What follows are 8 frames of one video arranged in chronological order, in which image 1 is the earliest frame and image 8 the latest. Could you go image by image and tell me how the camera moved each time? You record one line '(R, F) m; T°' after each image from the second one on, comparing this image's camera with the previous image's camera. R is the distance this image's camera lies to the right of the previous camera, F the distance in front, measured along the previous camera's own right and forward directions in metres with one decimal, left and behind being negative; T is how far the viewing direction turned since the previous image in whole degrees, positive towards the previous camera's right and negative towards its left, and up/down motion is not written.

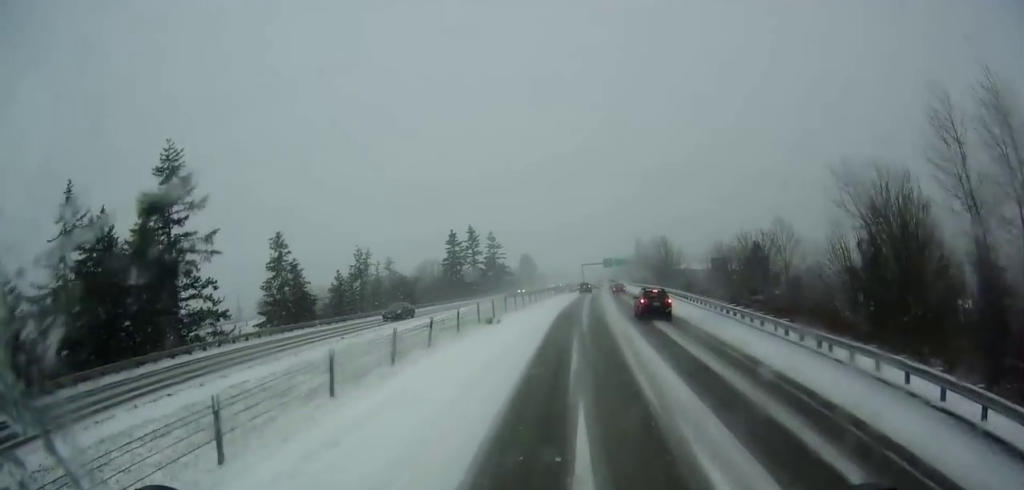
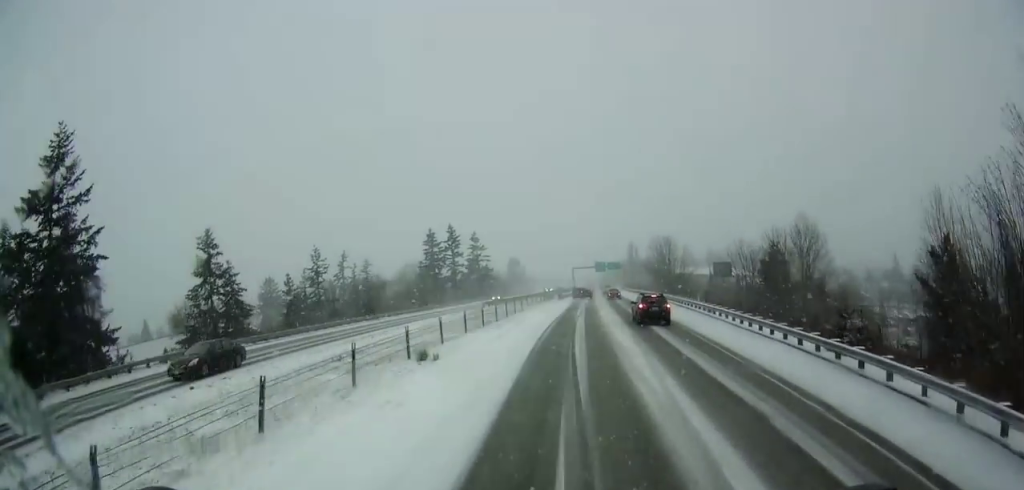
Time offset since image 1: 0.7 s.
(+0.2, +14.0) m; +1°
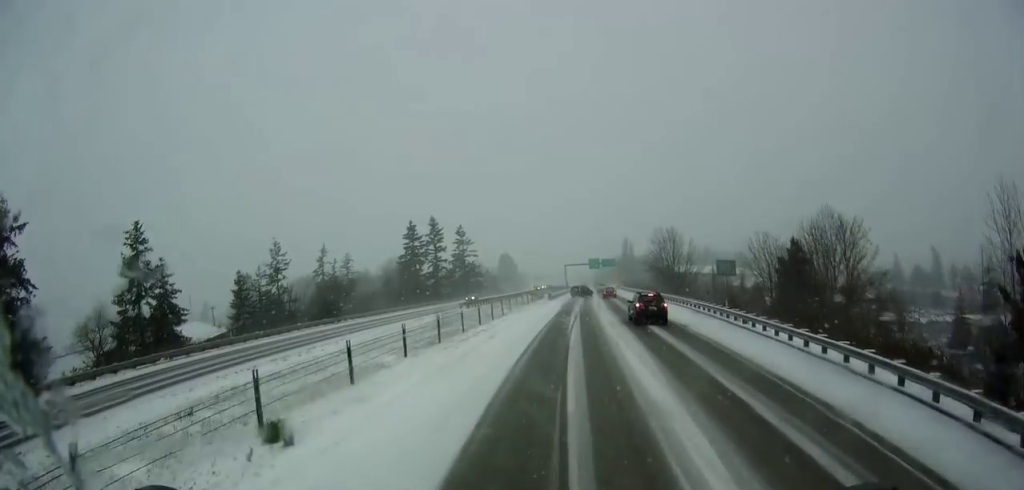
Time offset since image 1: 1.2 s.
(0.0, +11.0) m; +1°
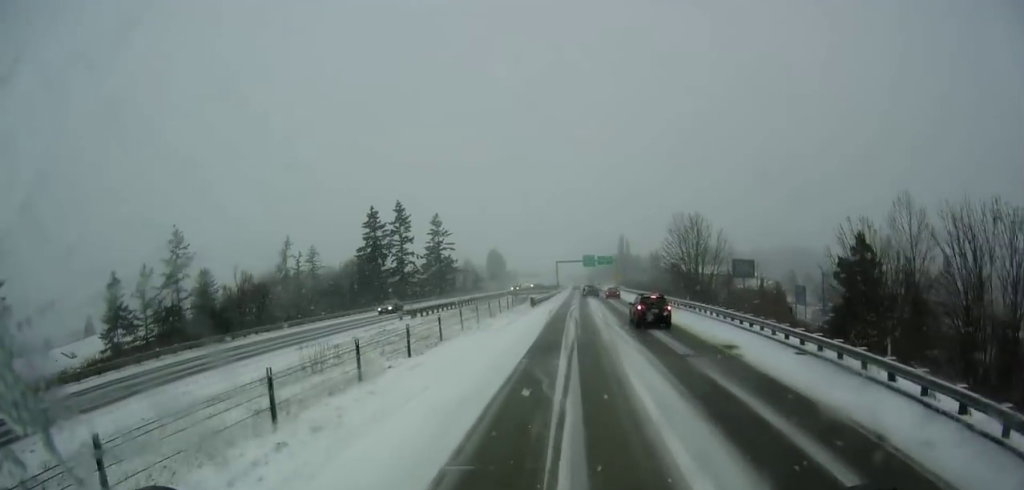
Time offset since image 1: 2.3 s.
(+0.3, +21.1) m; 0°
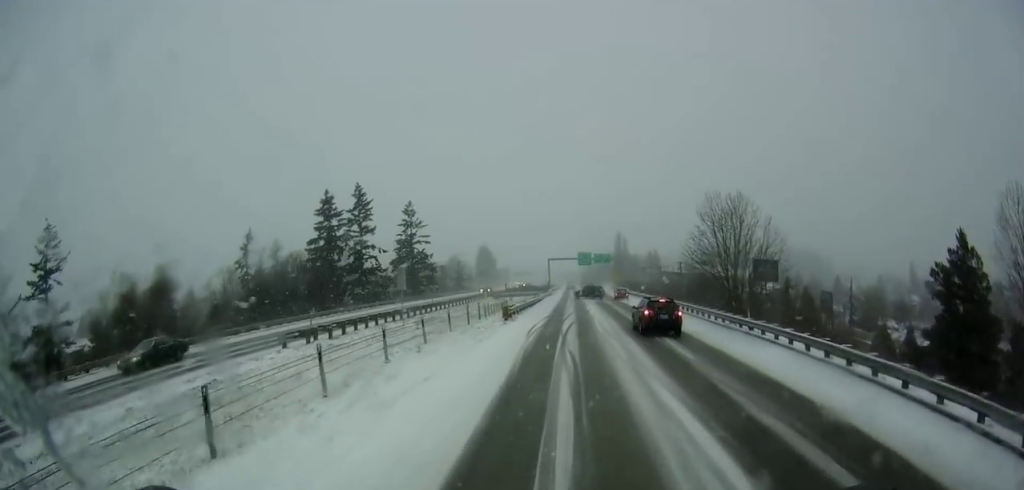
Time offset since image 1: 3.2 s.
(-0.5, +18.4) m; +1°
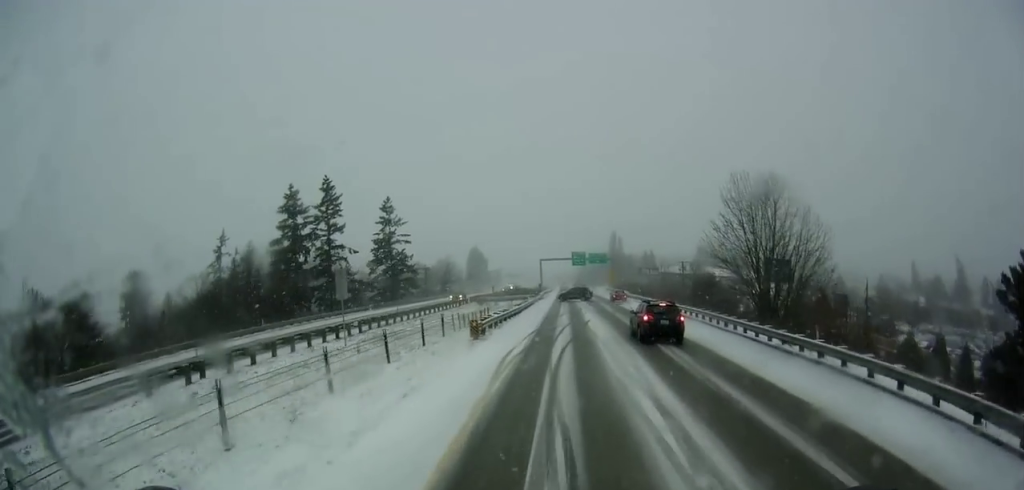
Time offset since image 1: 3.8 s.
(+0.5, +9.9) m; +1°
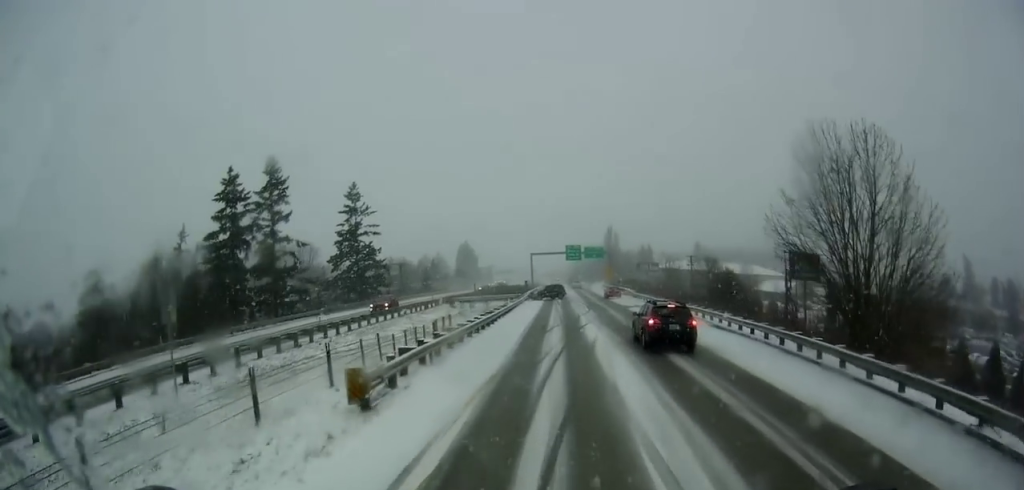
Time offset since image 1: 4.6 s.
(+0.3, +14.6) m; +1°
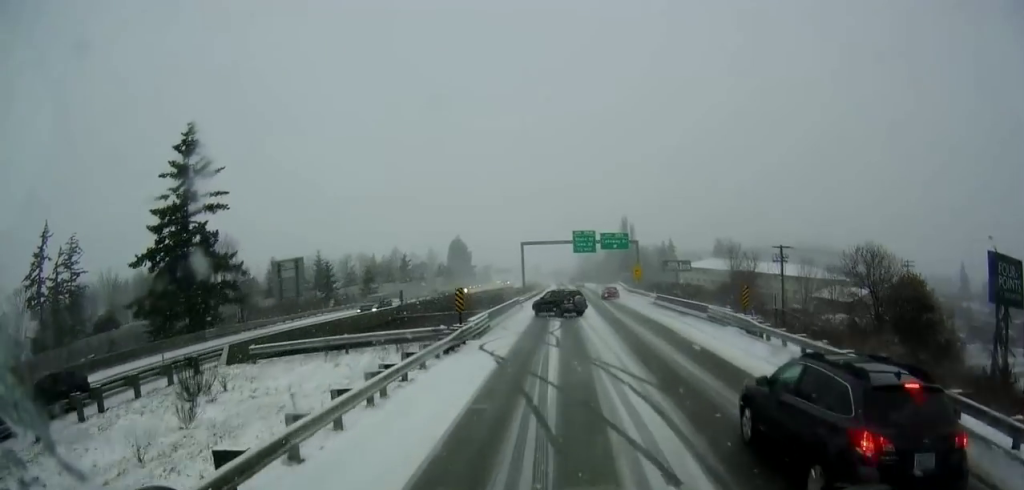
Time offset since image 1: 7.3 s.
(-1.4, +46.1) m; -1°
